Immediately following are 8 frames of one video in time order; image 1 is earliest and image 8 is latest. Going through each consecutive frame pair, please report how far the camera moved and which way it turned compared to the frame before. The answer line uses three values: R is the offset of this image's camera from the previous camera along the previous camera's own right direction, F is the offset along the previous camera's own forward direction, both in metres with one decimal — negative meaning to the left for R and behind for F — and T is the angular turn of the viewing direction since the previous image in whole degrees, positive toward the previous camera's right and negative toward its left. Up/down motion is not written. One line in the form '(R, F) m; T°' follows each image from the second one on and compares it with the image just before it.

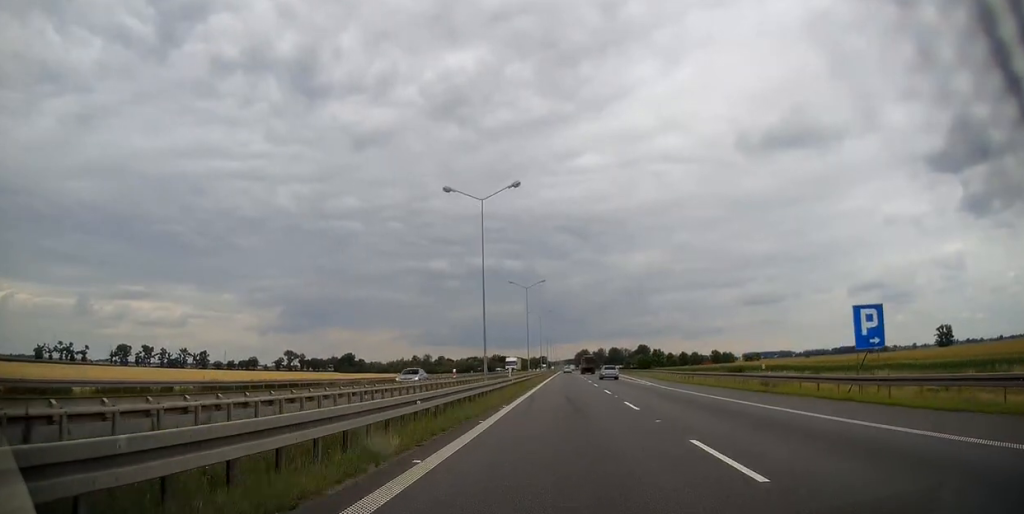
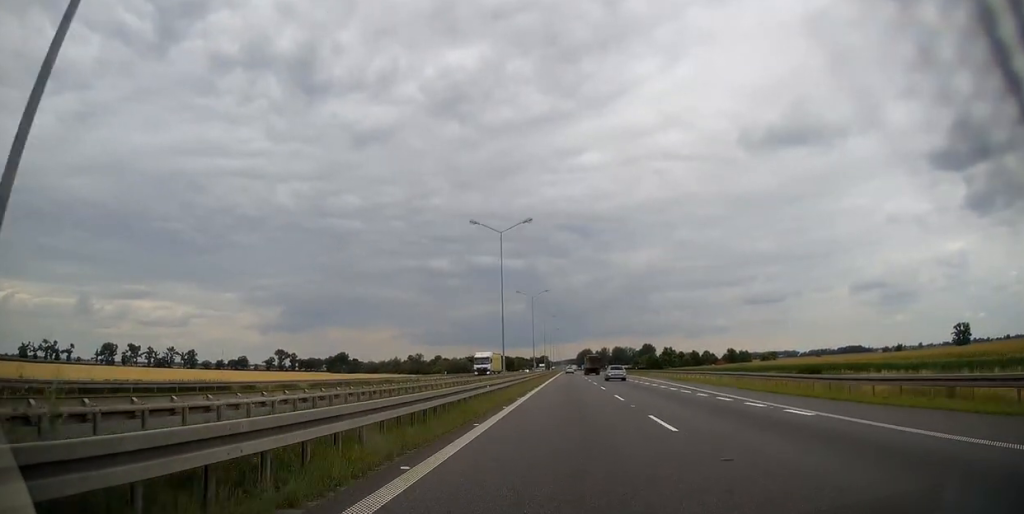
(-0.1, +30.7) m; 0°
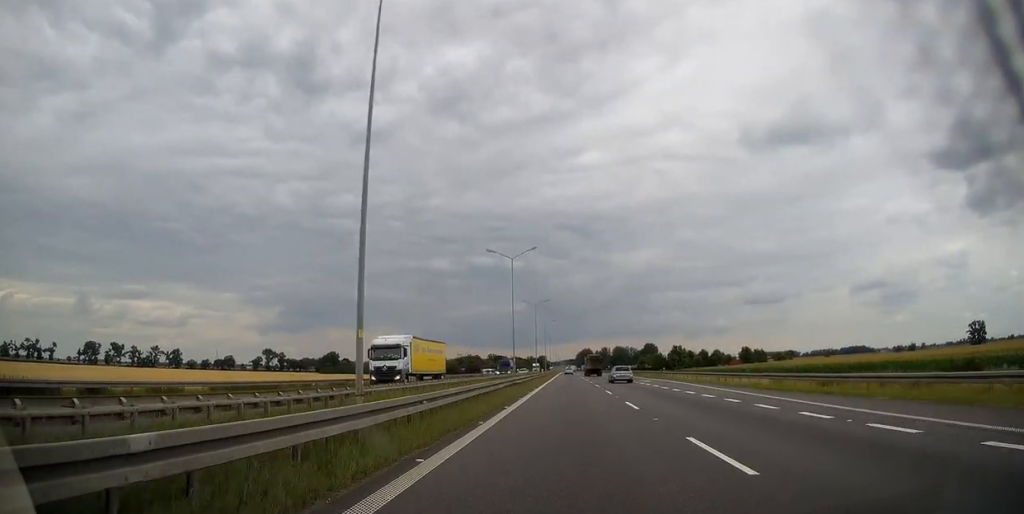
(0.0, +29.6) m; 0°
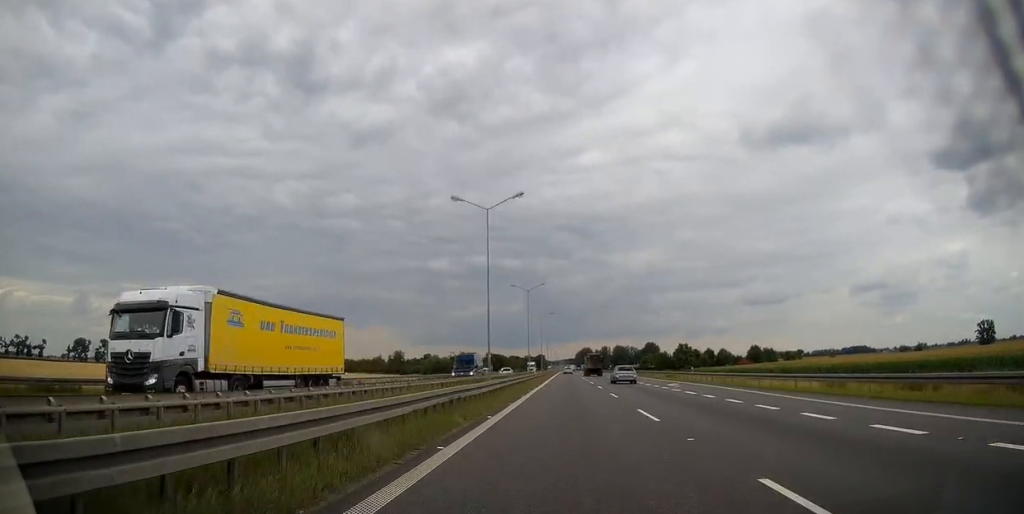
(0.0, +16.5) m; 0°
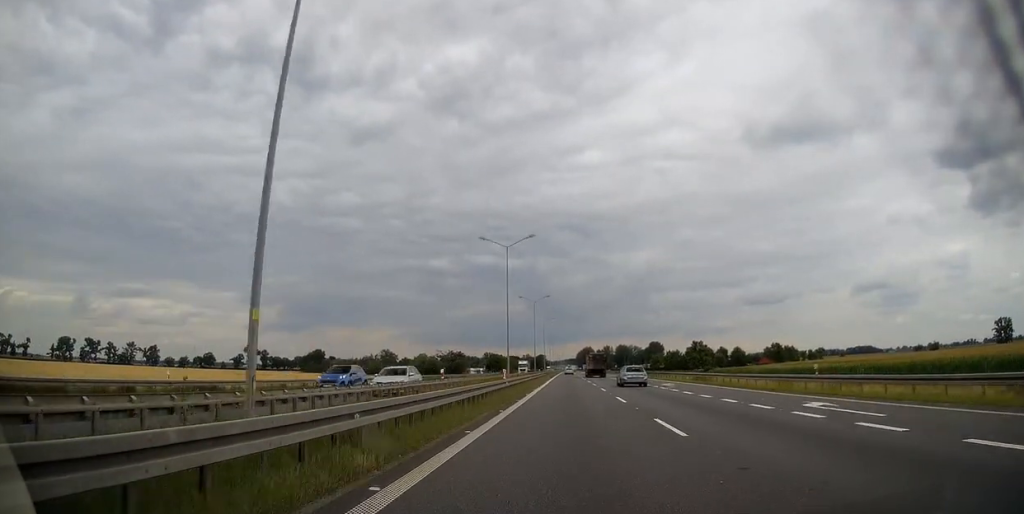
(0.0, +27.5) m; 0°
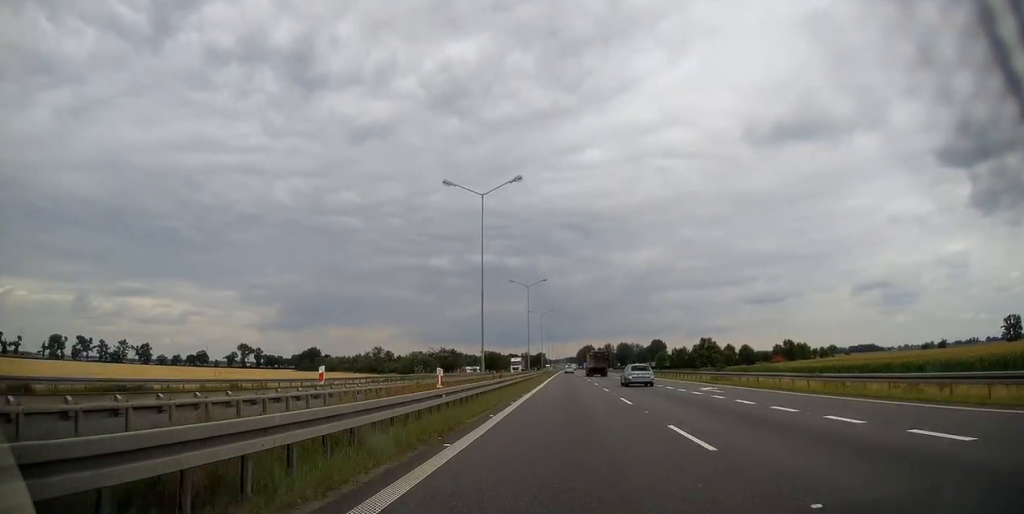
(0.0, +14.3) m; 0°
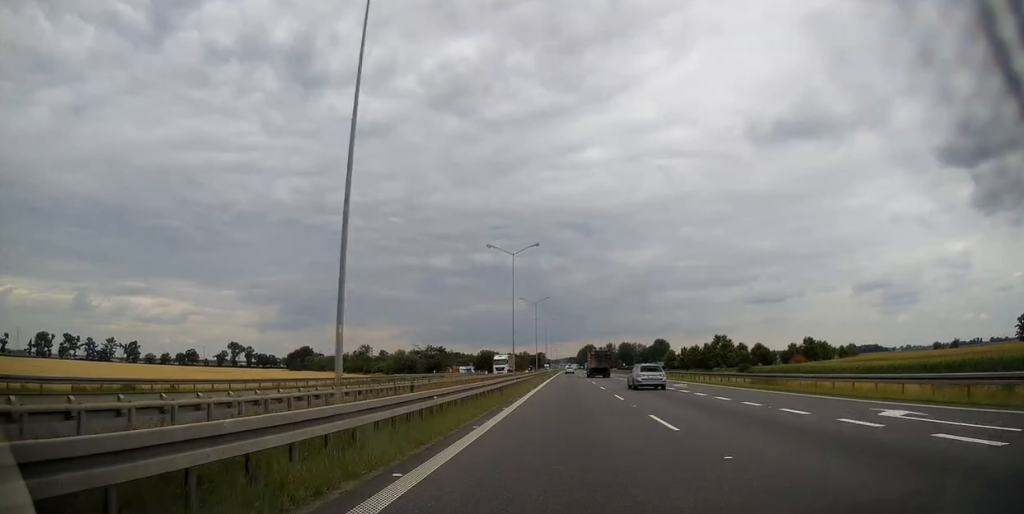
(0.0, +21.0) m; 0°
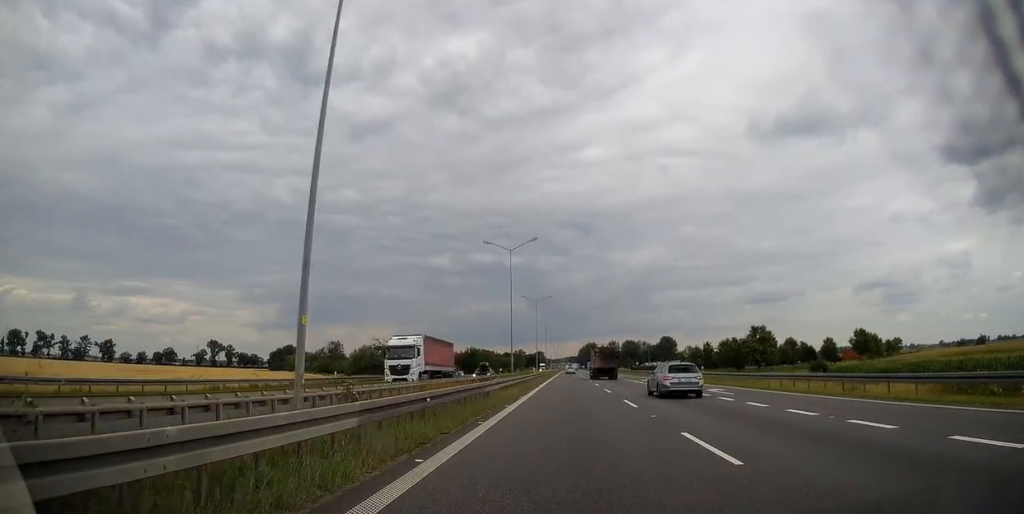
(-0.1, +41.0) m; 0°
